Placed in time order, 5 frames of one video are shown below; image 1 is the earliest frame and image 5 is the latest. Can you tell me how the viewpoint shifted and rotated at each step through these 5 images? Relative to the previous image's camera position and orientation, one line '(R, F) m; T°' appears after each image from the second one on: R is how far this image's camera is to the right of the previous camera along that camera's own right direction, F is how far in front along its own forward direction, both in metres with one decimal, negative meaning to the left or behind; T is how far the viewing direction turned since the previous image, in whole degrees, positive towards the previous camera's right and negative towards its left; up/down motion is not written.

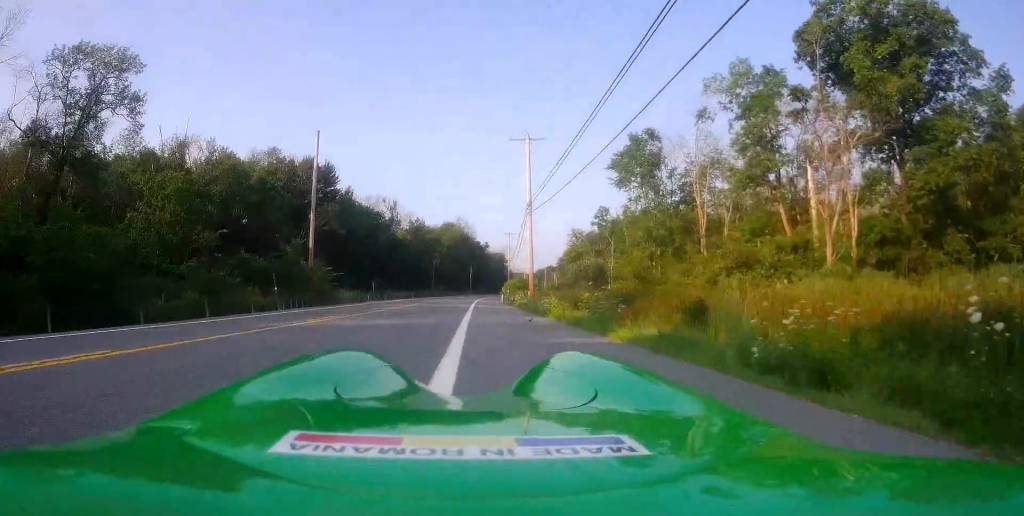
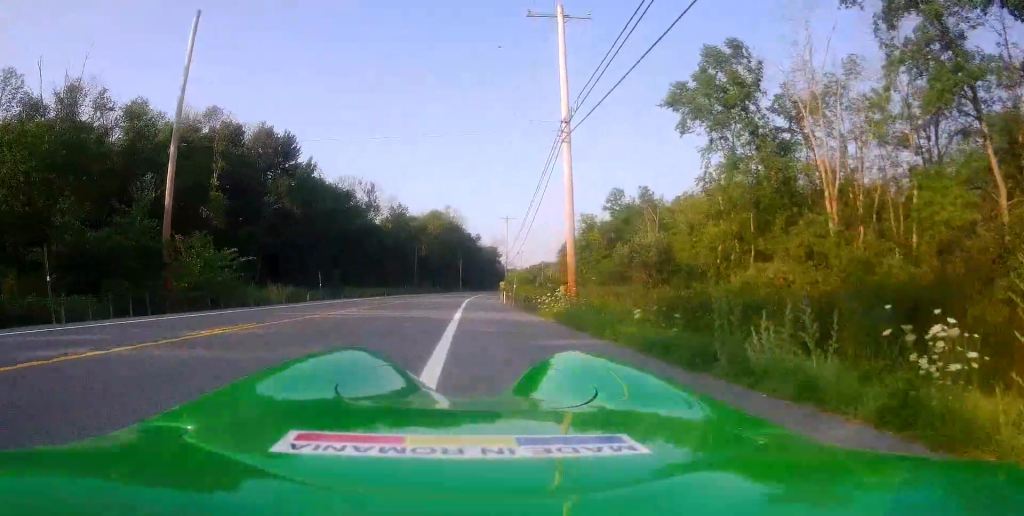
(+0.9, +18.2) m; +2°
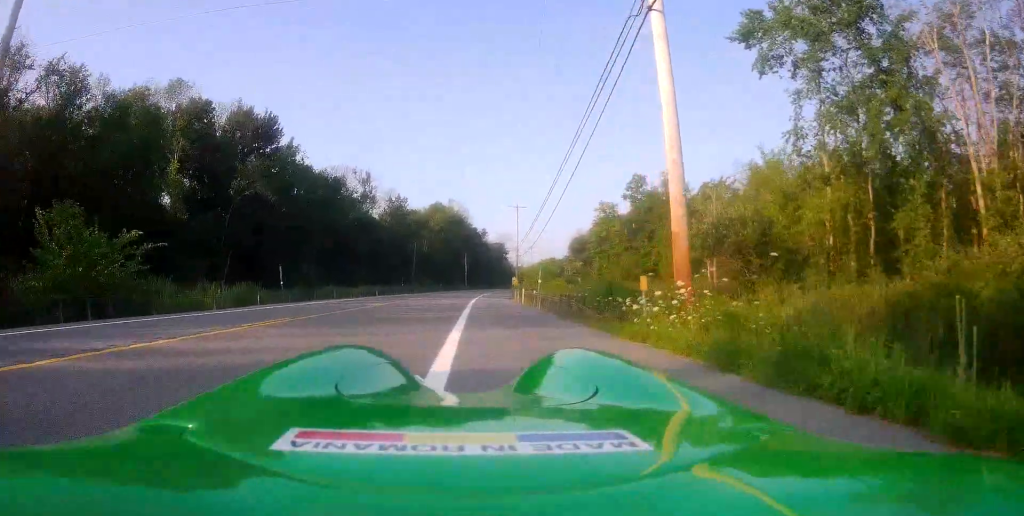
(-0.4, +10.2) m; -4°
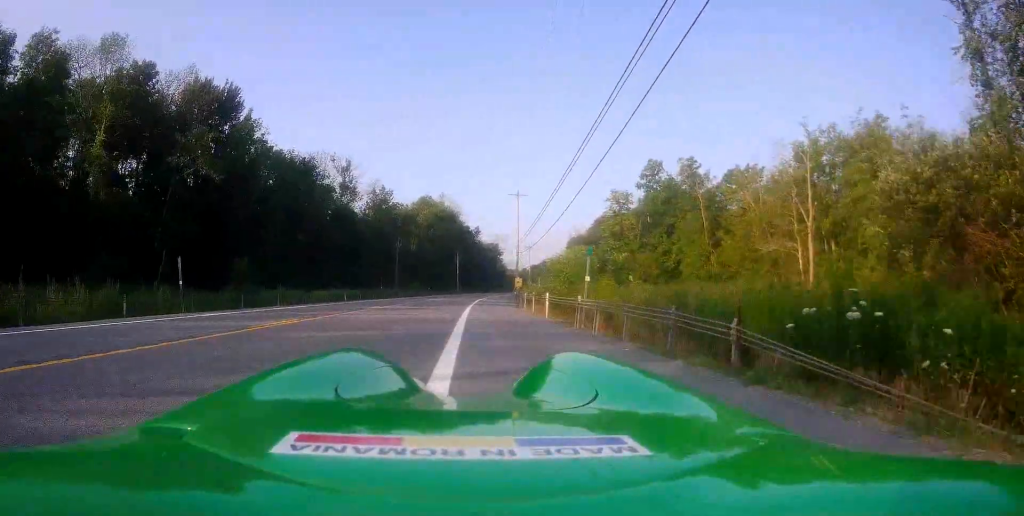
(-0.1, +11.4) m; +1°
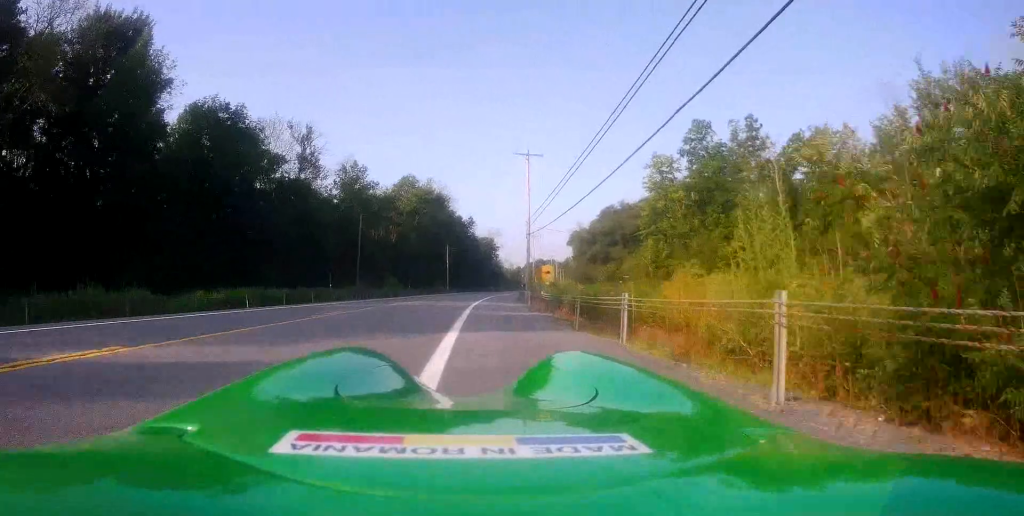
(+0.9, +19.0) m; +3°
